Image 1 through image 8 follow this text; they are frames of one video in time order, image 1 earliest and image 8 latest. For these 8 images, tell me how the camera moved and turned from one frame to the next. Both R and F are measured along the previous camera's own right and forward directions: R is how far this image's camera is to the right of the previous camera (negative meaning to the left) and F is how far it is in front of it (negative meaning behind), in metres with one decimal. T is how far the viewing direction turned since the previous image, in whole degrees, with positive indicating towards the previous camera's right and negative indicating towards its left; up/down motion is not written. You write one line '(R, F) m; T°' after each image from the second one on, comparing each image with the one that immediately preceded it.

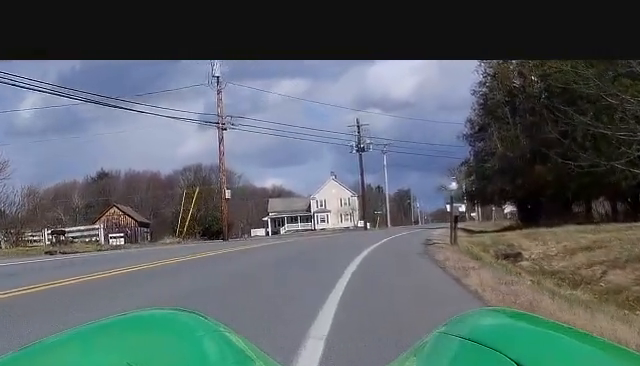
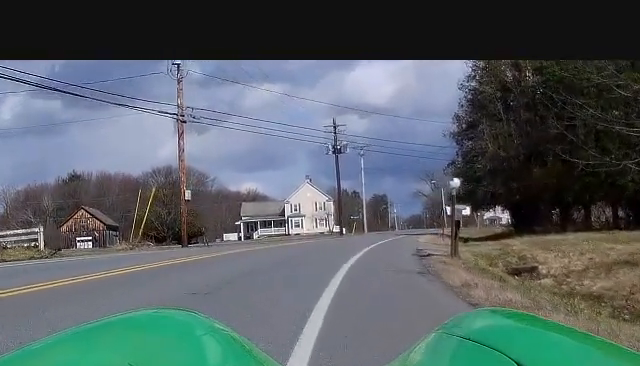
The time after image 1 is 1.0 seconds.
(-0.2, +5.3) m; 0°
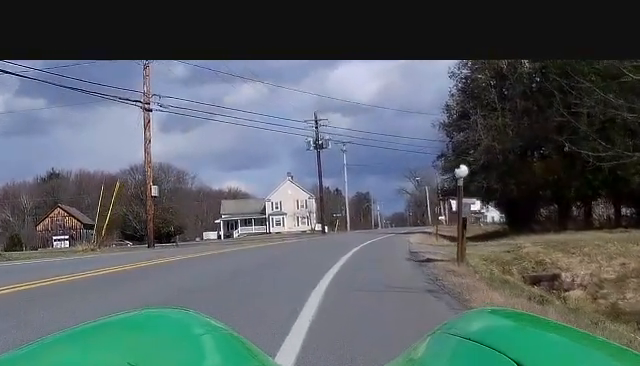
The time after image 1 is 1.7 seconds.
(0.0, +3.7) m; +2°
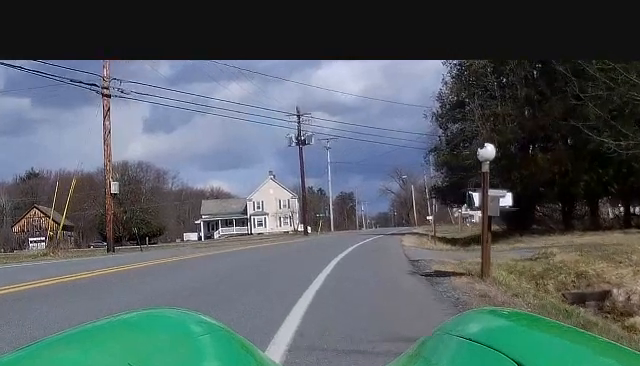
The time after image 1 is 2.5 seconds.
(+0.4, +4.1) m; +3°
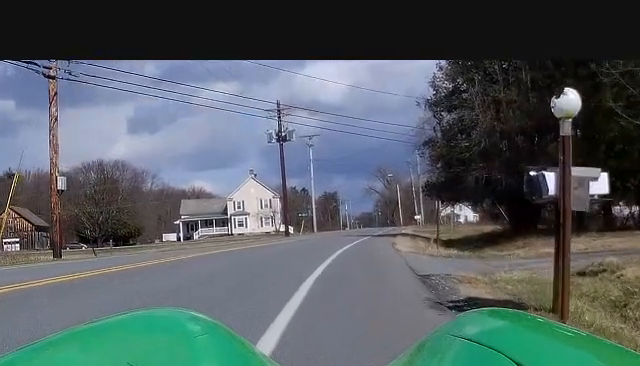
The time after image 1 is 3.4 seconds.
(-0.3, +4.5) m; 0°
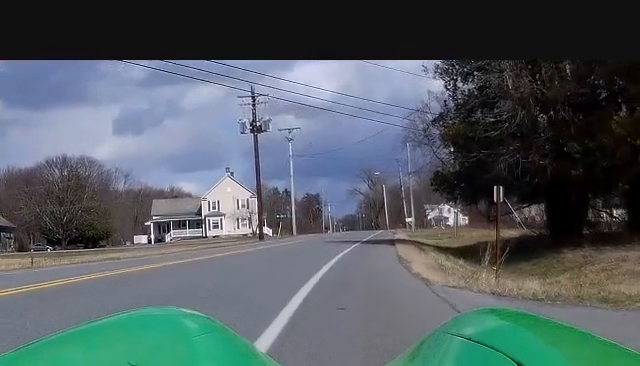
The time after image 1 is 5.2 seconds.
(+1.3, +8.5) m; +10°
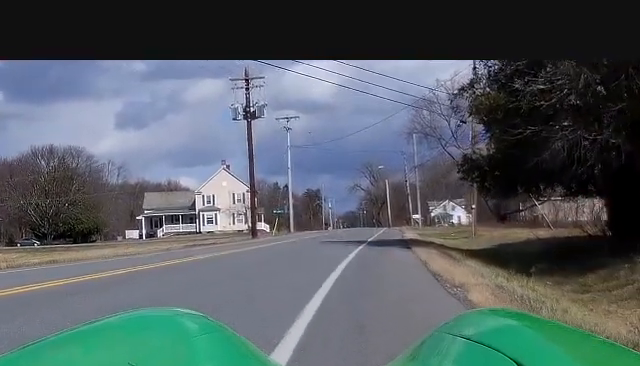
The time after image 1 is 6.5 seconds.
(-0.3, +5.9) m; -1°
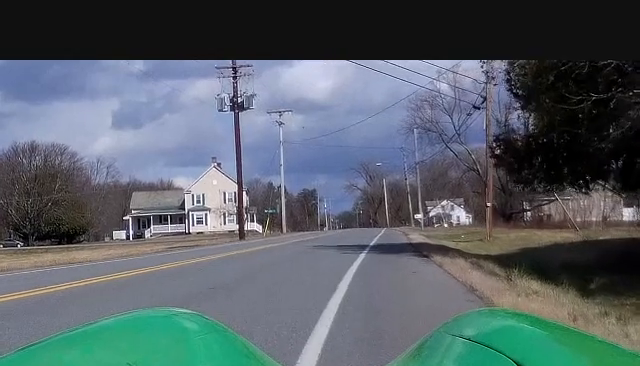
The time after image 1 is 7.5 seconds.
(+0.3, +5.4) m; +2°
